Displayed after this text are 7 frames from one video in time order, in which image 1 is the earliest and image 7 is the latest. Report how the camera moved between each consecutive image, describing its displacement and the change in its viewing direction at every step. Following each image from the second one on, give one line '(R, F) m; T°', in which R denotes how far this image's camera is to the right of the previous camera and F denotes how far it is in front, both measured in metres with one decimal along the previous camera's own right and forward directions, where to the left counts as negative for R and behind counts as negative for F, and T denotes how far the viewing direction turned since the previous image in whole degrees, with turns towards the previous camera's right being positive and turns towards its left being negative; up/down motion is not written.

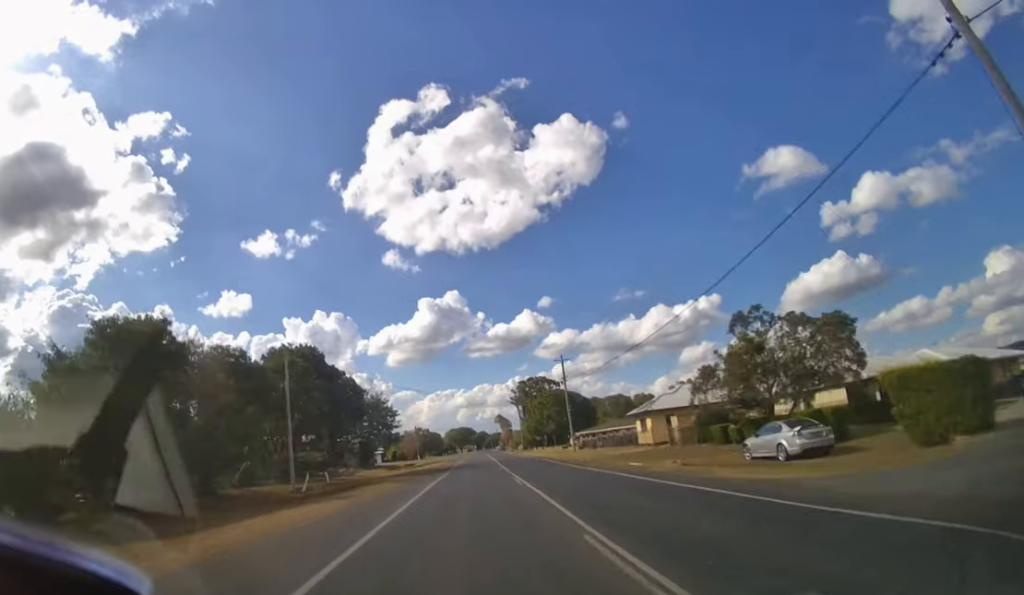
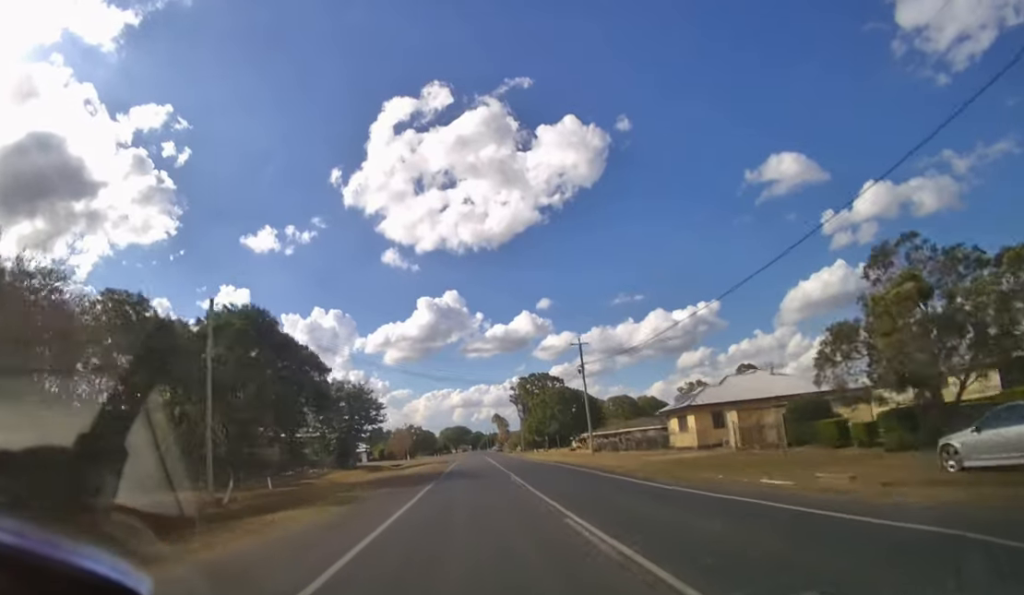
(+0.3, +10.3) m; +1°
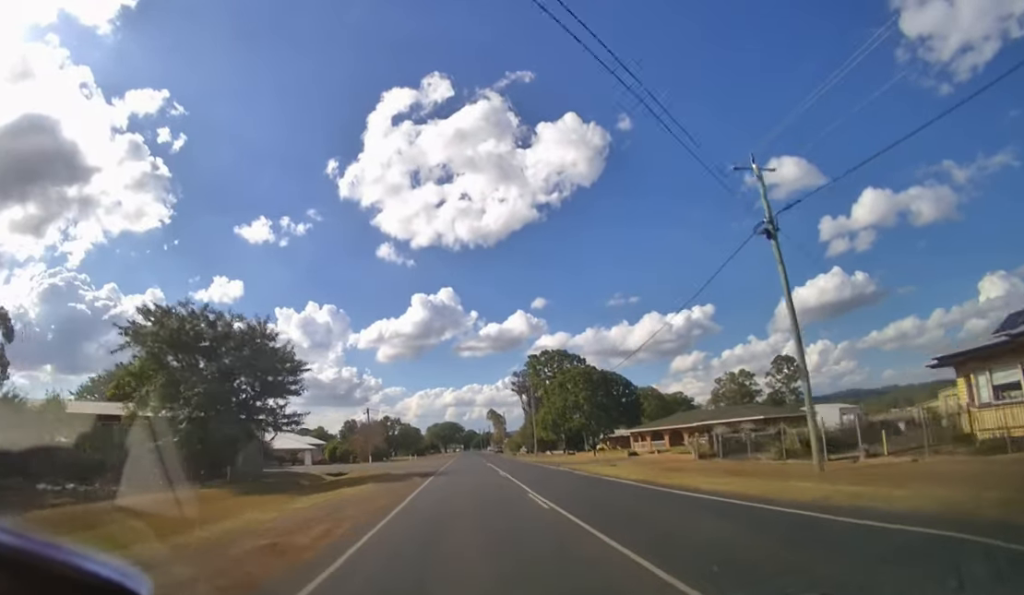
(+0.8, +35.8) m; +2°
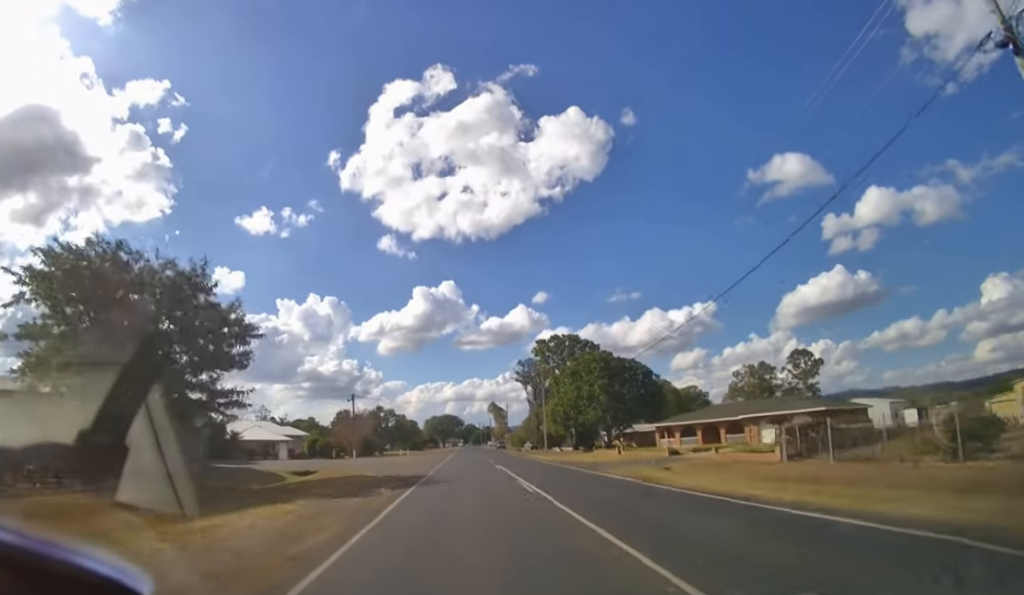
(0.0, +10.7) m; 0°
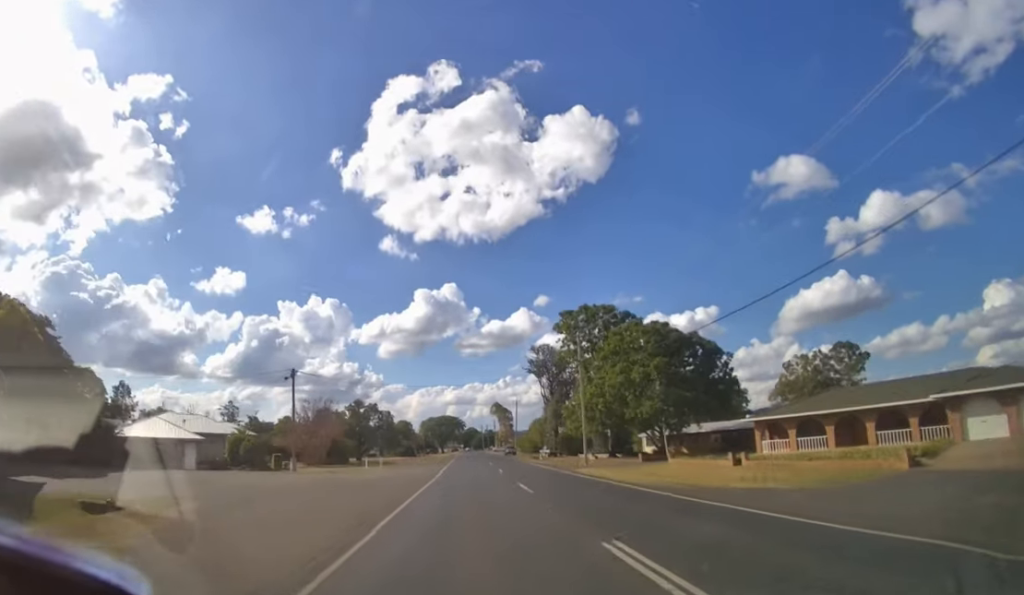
(0.0, +21.3) m; 0°
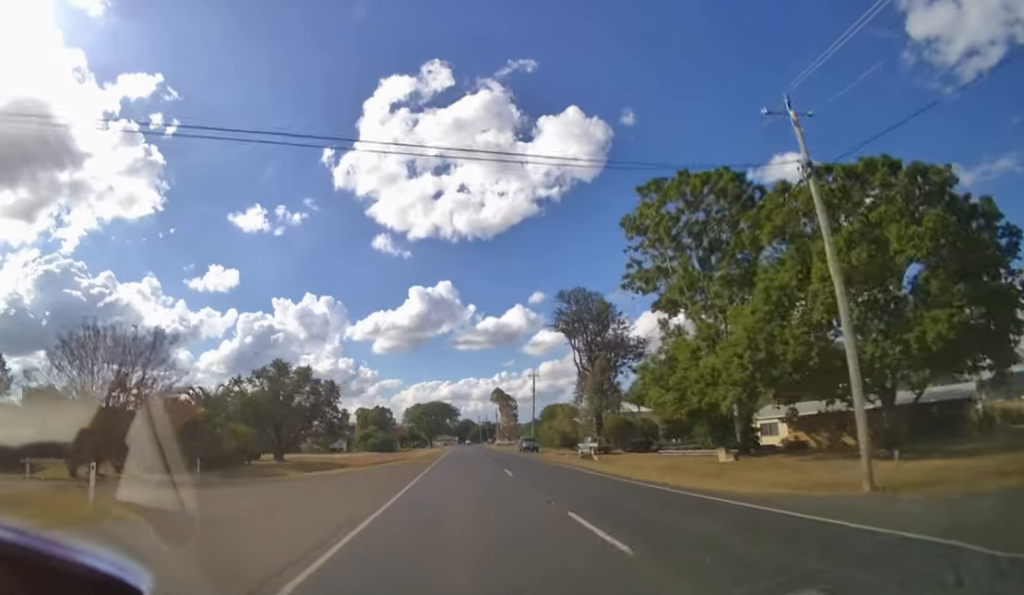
(+0.1, +31.6) m; 0°
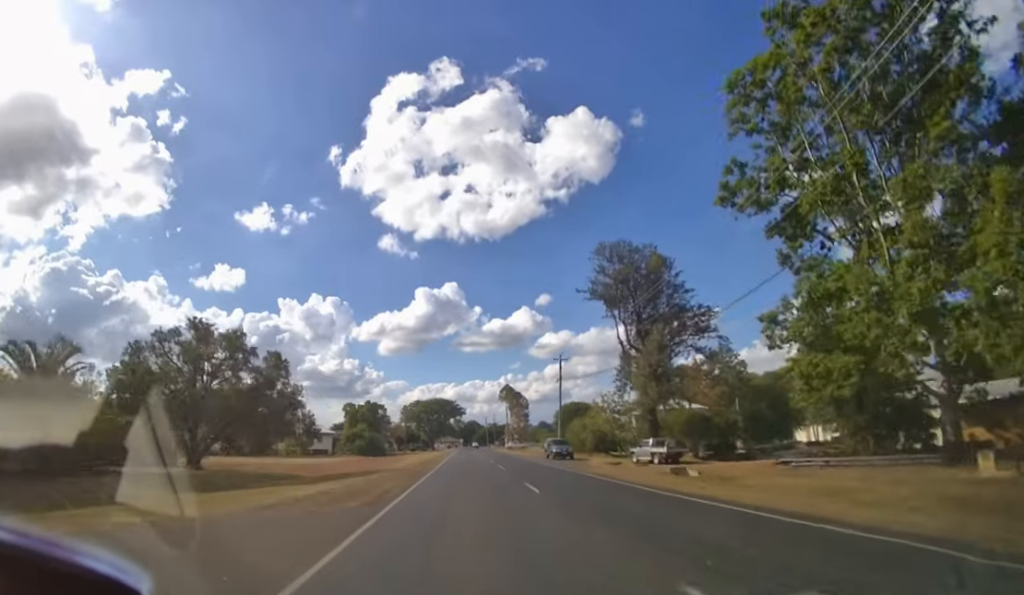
(0.0, +13.3) m; 0°
